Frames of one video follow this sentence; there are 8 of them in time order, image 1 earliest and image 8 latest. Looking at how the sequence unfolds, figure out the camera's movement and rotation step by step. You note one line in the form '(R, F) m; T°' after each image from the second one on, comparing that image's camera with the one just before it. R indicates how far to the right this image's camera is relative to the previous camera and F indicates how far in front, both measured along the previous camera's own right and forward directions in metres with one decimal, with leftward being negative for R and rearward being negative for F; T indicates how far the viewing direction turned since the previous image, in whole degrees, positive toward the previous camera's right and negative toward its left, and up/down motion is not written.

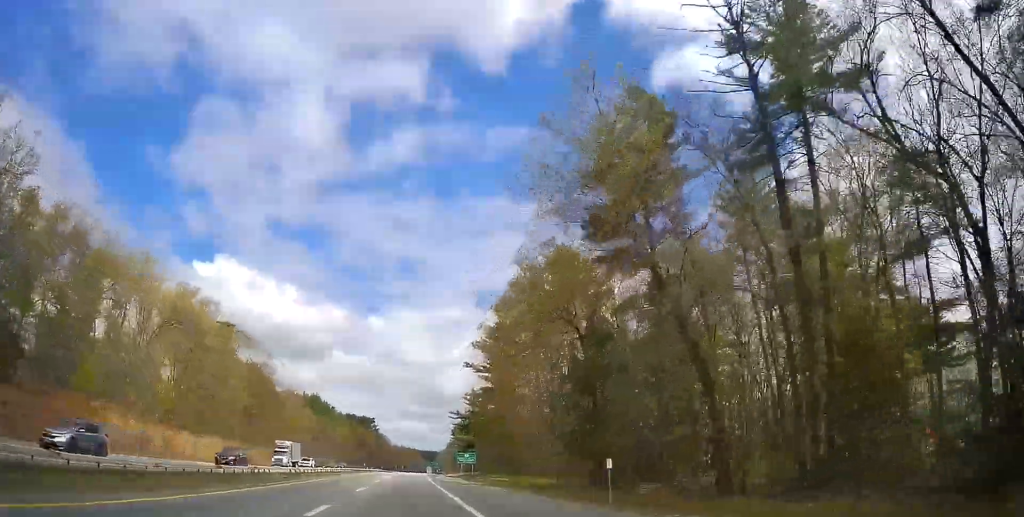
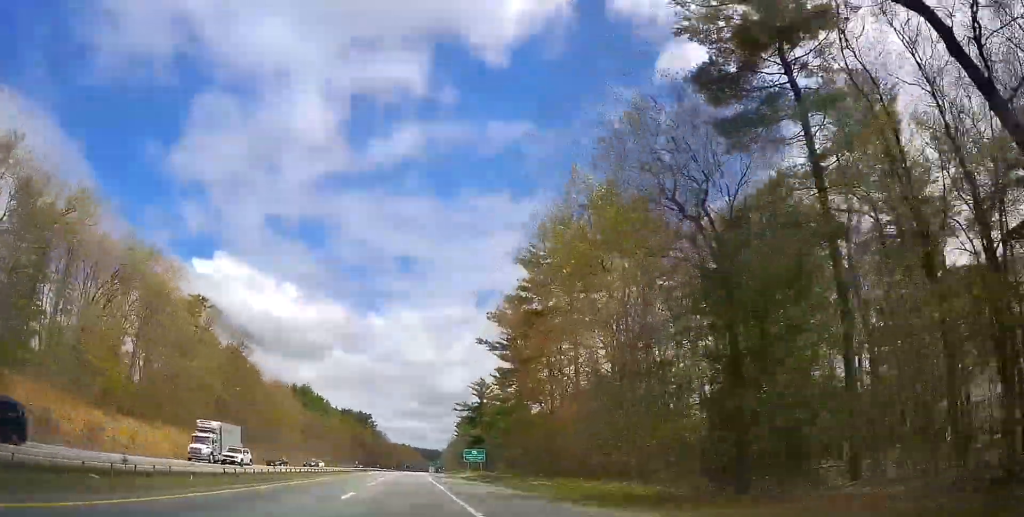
(0.0, +17.4) m; 0°
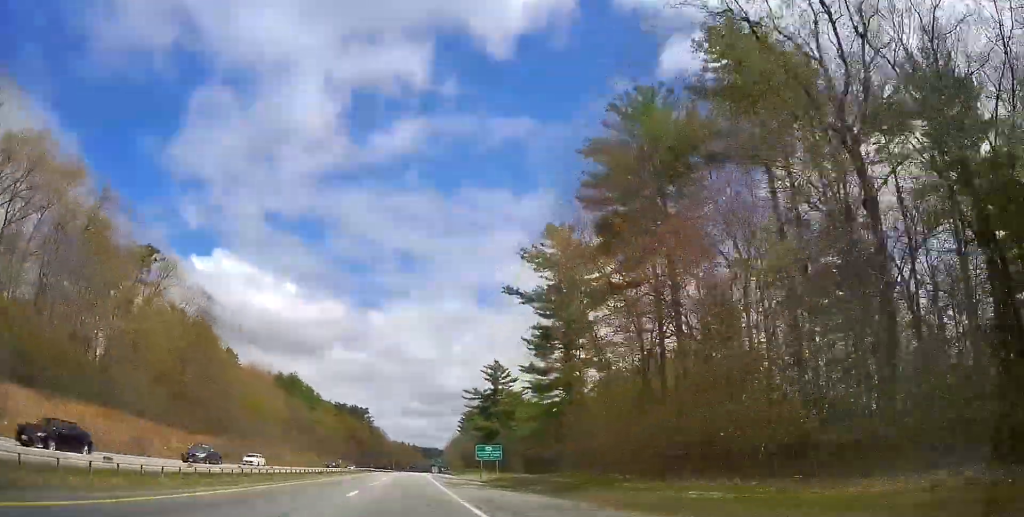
(0.0, +23.1) m; -1°
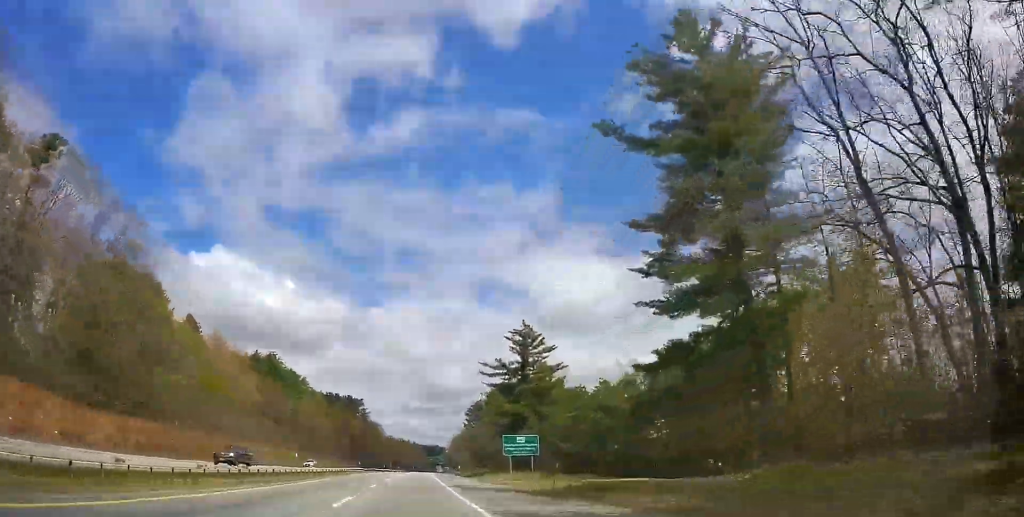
(-0.6, +28.8) m; 0°
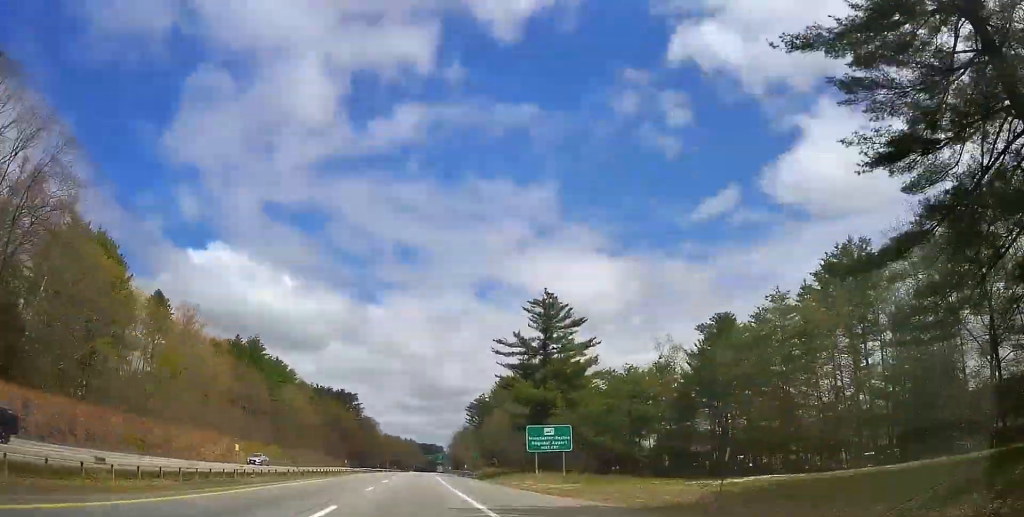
(+0.2, +15.8) m; 0°
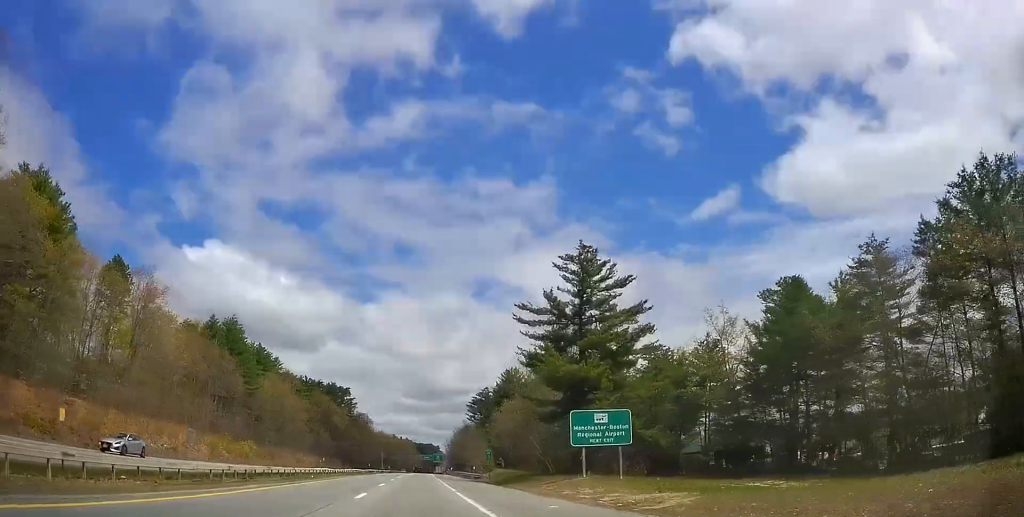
(+0.1, +16.4) m; 0°
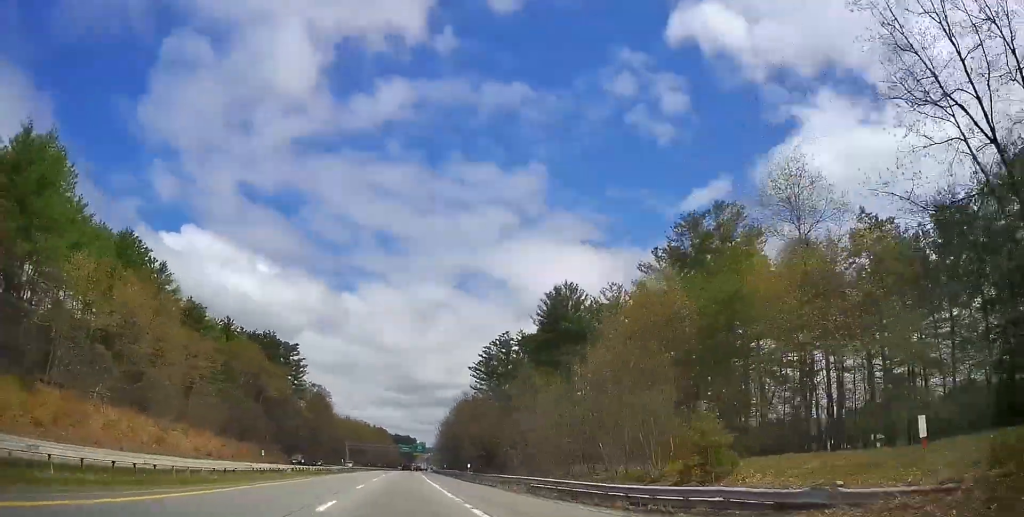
(-0.4, +66.7) m; 0°
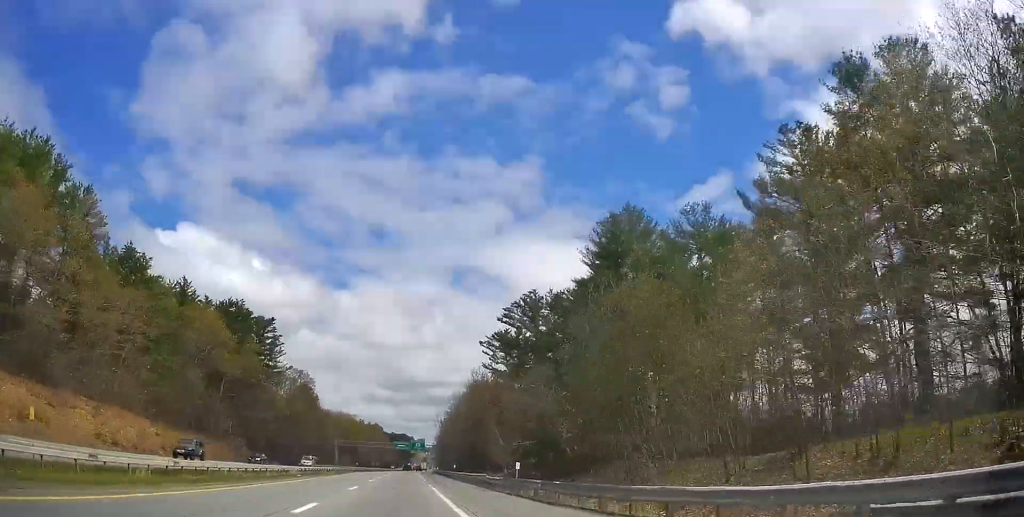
(+0.3, +25.4) m; +1°
